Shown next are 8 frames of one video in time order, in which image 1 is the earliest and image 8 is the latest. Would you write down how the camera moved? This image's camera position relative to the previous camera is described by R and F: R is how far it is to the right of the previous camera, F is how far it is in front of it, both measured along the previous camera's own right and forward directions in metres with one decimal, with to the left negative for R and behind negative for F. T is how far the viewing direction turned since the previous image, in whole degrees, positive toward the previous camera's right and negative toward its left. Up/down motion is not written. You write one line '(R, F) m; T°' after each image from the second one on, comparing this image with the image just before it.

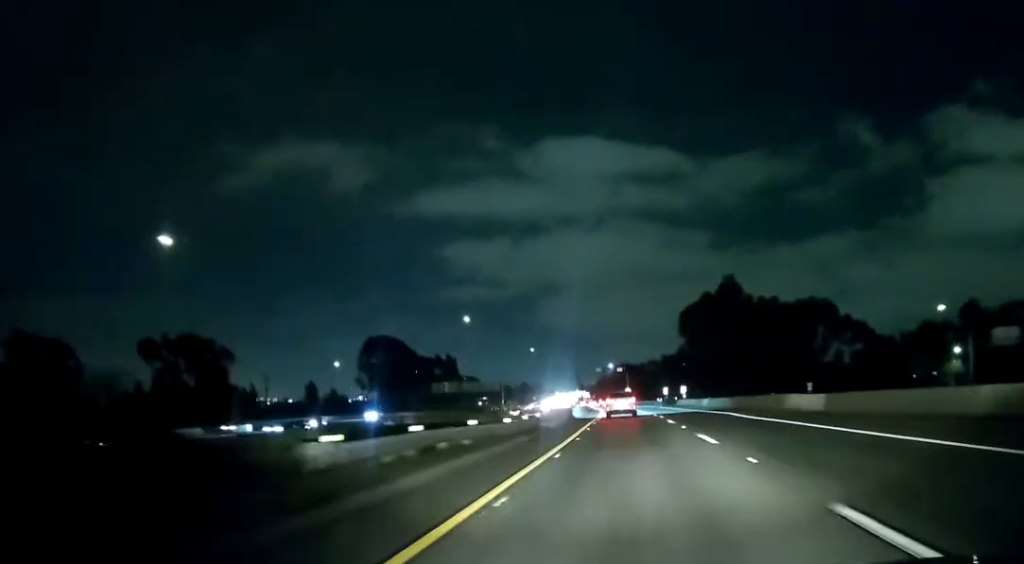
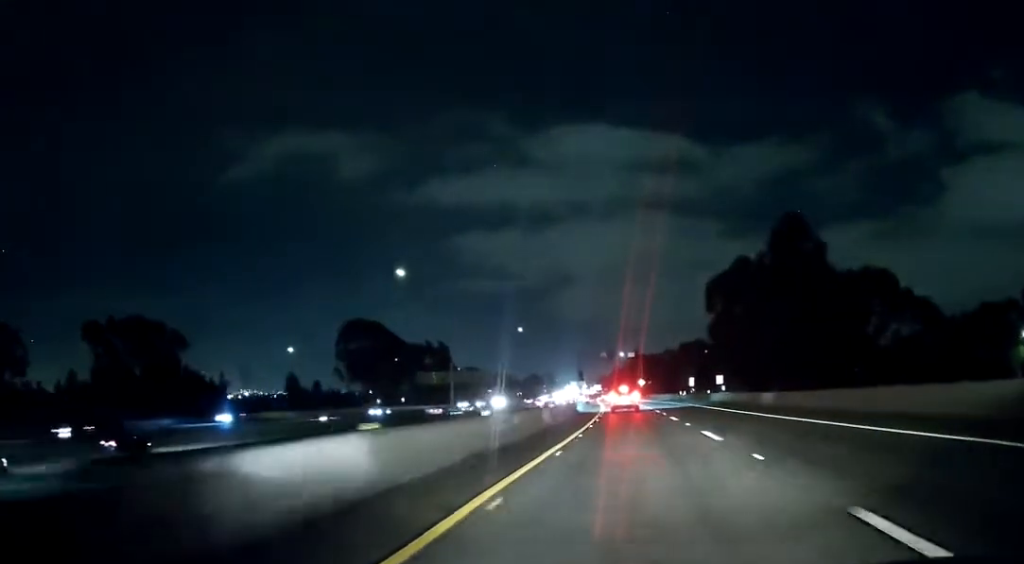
(-0.1, +30.1) m; -1°
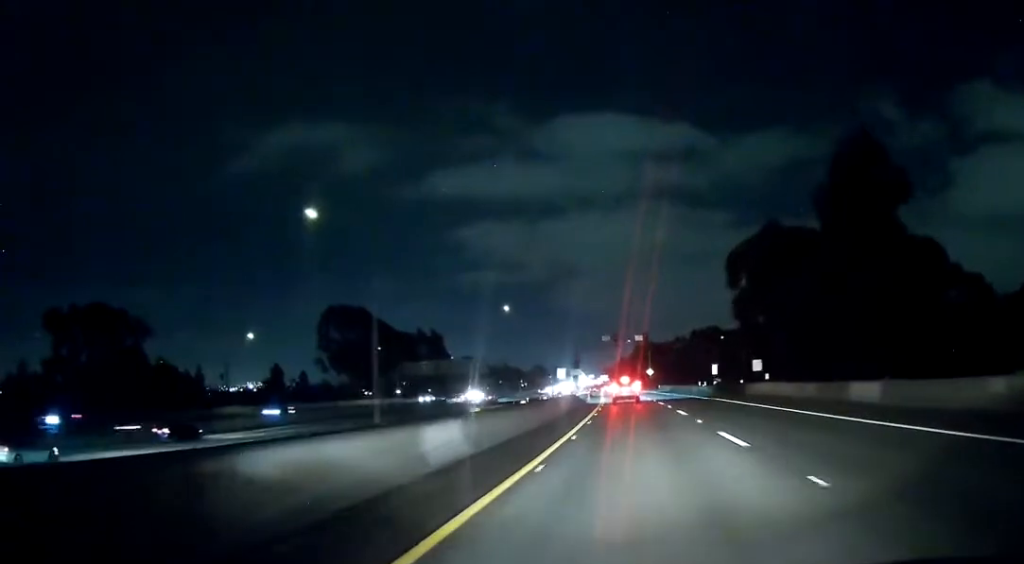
(0.0, +18.9) m; -1°
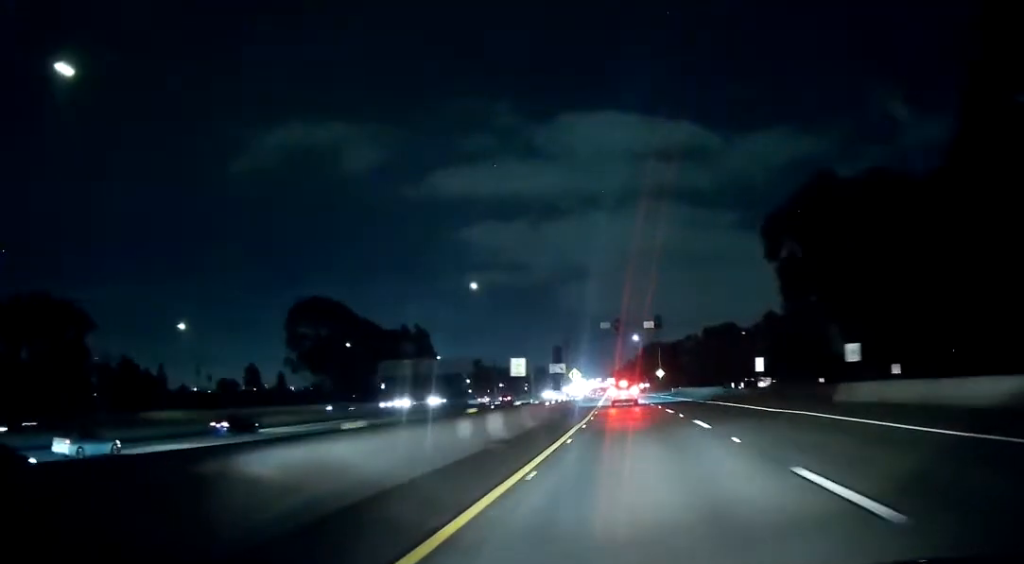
(-0.6, +22.4) m; 0°
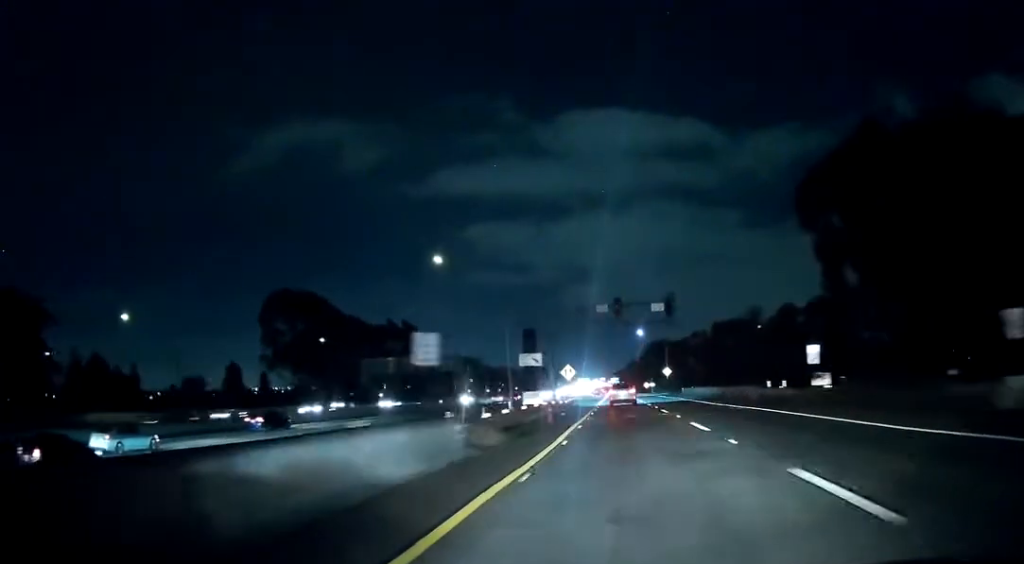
(+0.5, +15.3) m; 0°
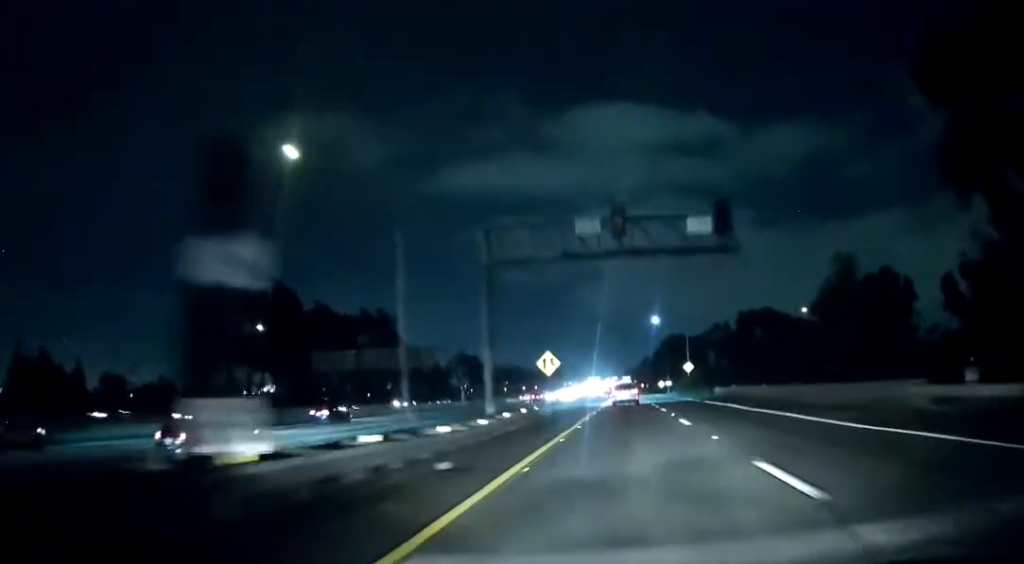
(-0.3, +28.2) m; -1°
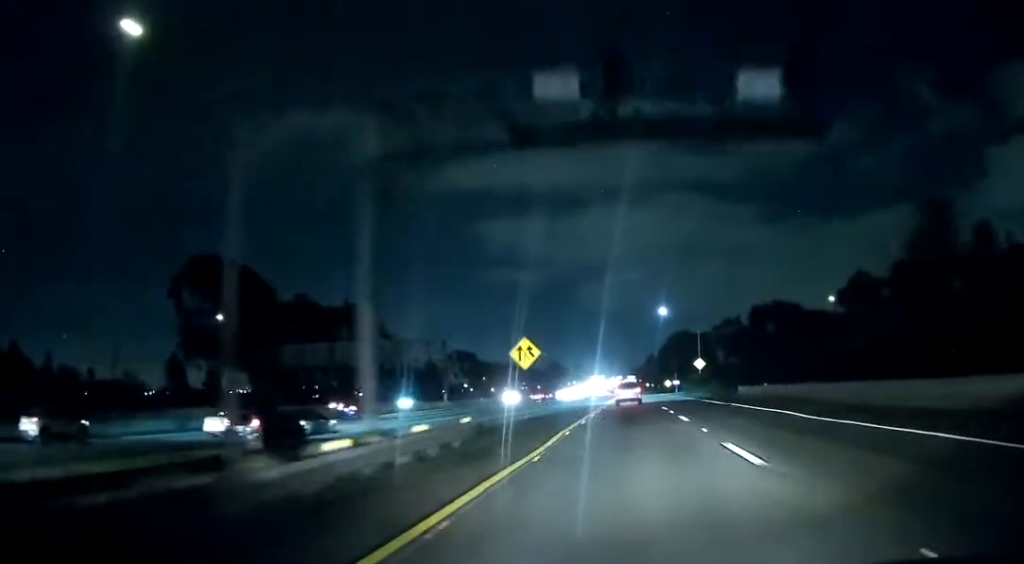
(-0.1, +12.8) m; 0°
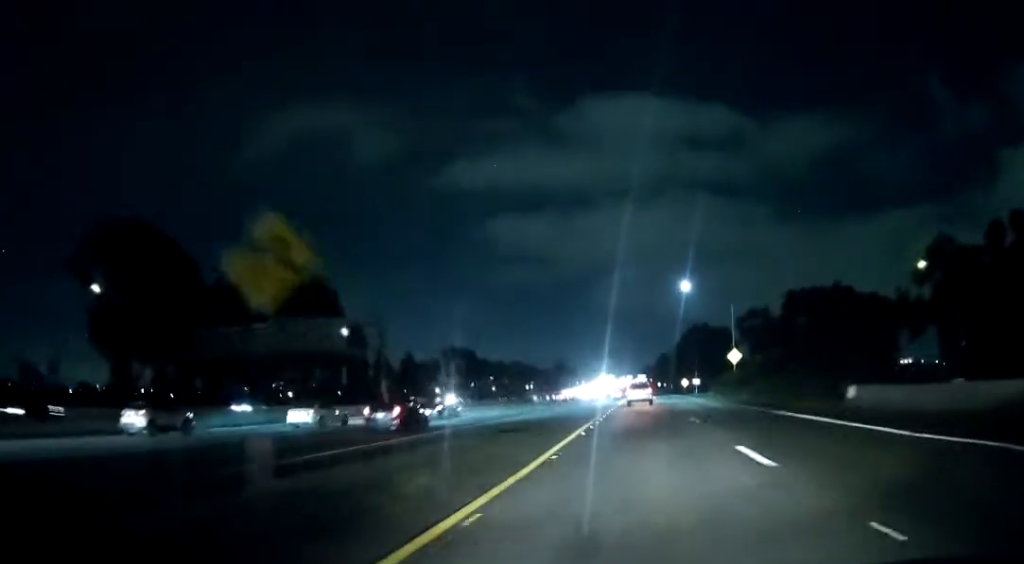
(0.0, +28.7) m; 0°
